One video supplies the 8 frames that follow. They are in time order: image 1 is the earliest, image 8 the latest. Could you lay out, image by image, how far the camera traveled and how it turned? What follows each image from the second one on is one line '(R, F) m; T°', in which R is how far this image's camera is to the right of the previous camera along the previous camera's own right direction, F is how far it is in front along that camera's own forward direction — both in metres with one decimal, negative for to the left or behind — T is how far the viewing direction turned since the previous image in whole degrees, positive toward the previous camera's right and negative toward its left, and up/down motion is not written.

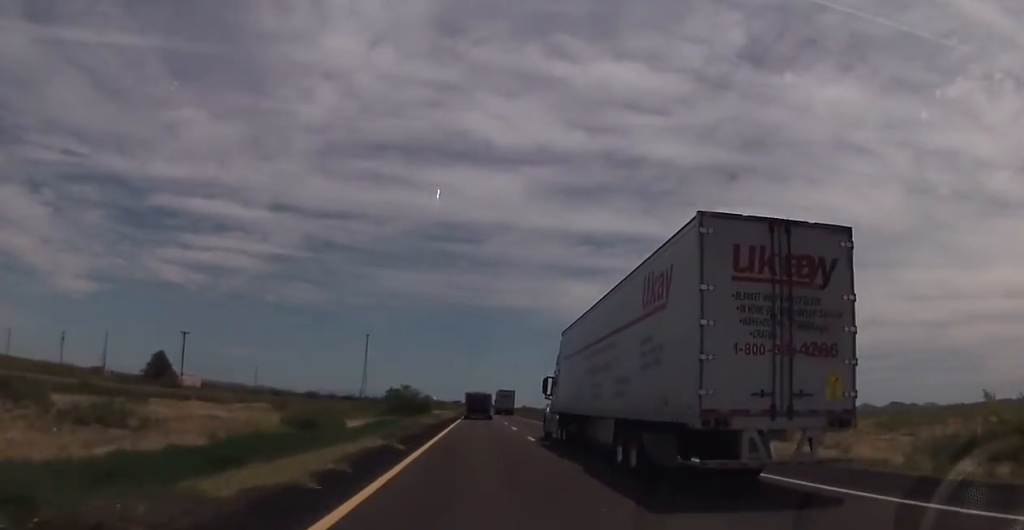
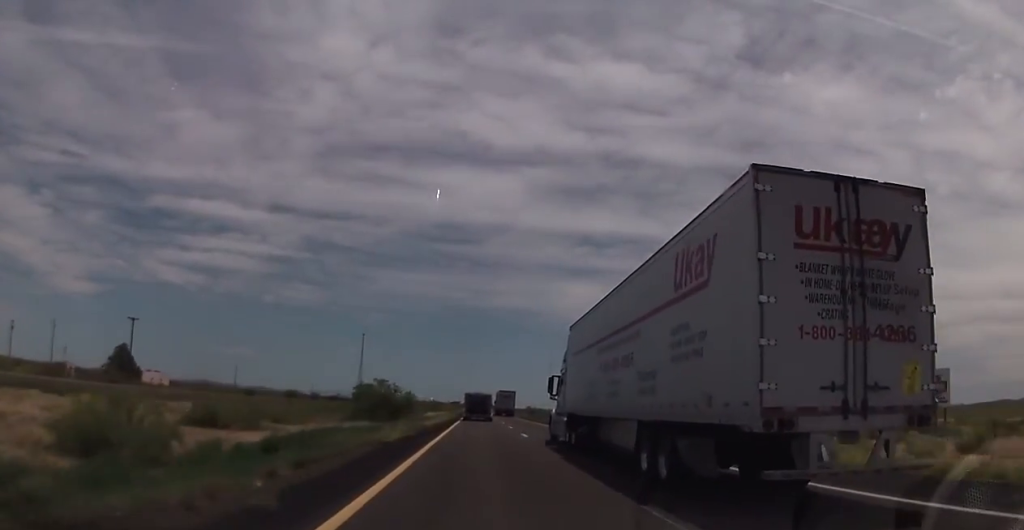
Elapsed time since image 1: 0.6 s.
(+0.1, +21.7) m; 0°
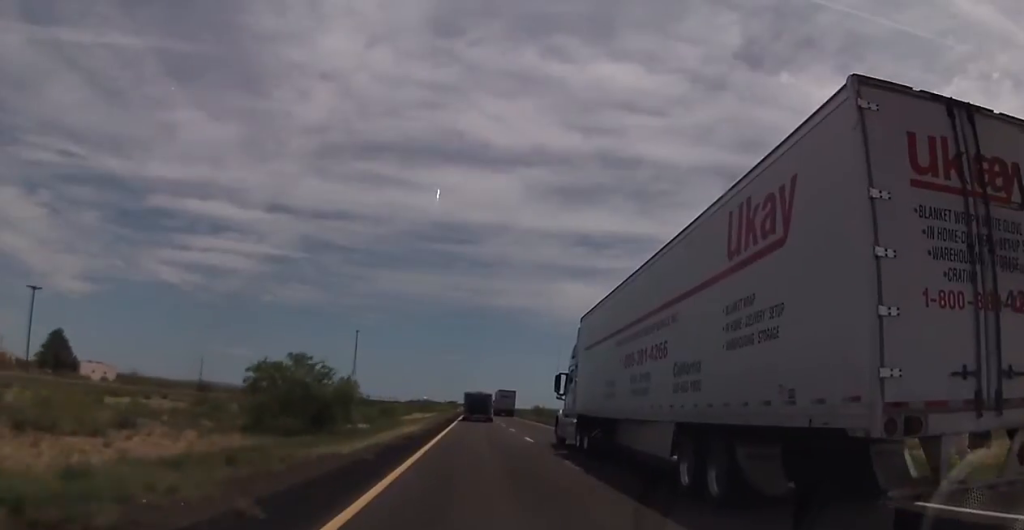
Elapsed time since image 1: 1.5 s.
(0.0, +28.9) m; 0°
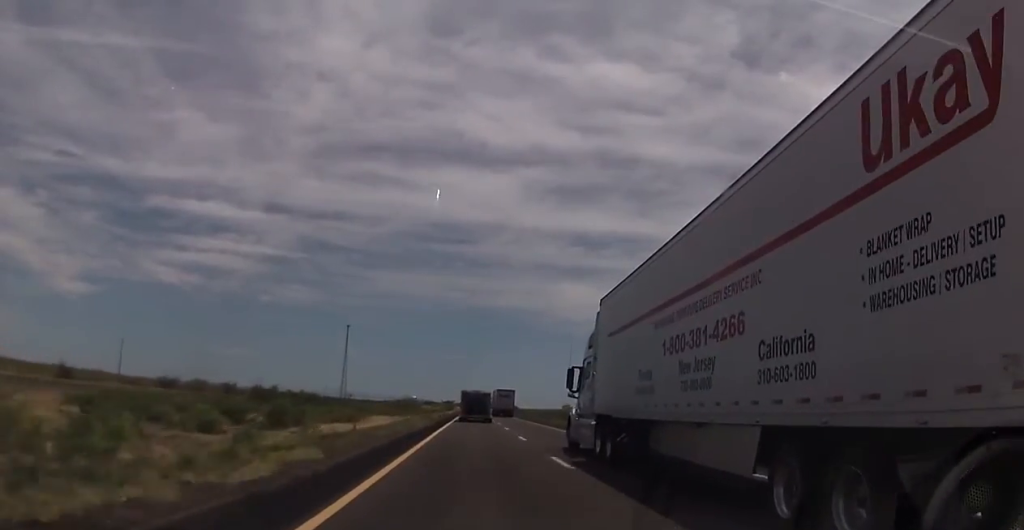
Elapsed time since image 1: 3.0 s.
(-0.3, +49.0) m; -1°
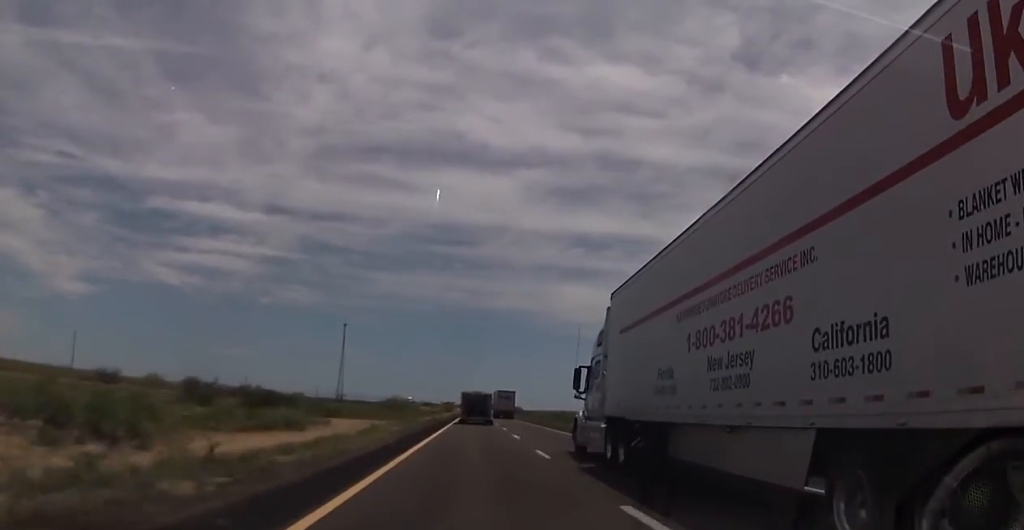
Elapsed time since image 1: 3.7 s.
(-0.1, +20.9) m; 0°
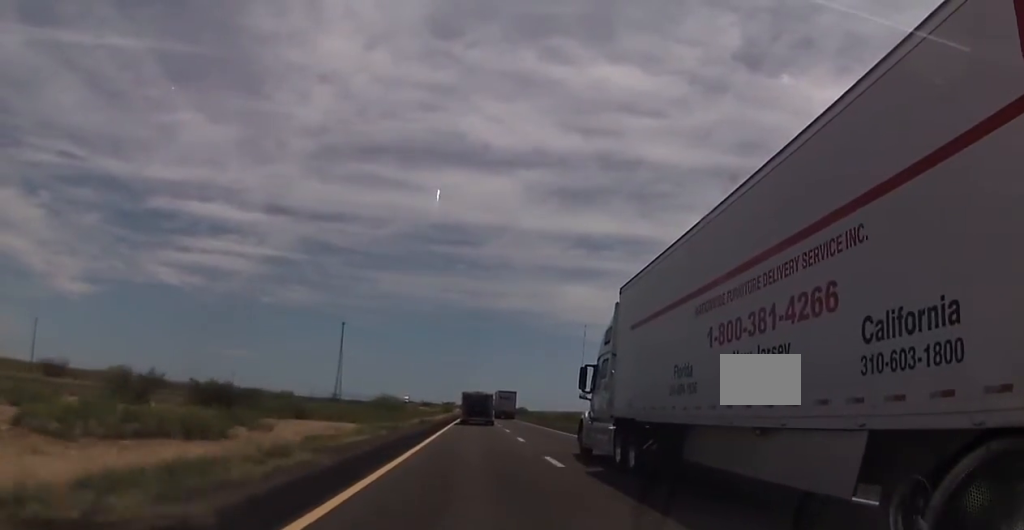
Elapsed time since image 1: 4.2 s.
(-0.1, +14.6) m; 0°
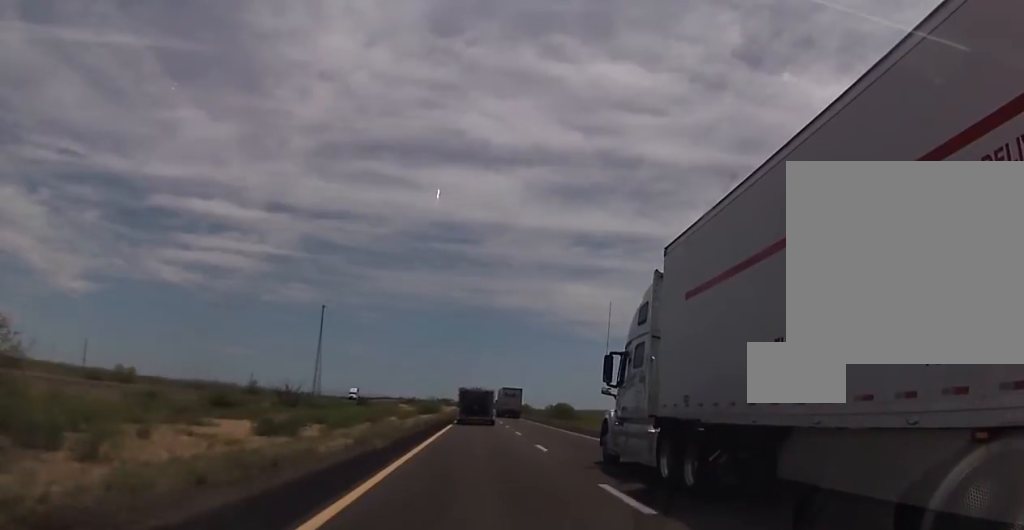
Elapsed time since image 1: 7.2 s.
(-0.3, +87.5) m; 0°
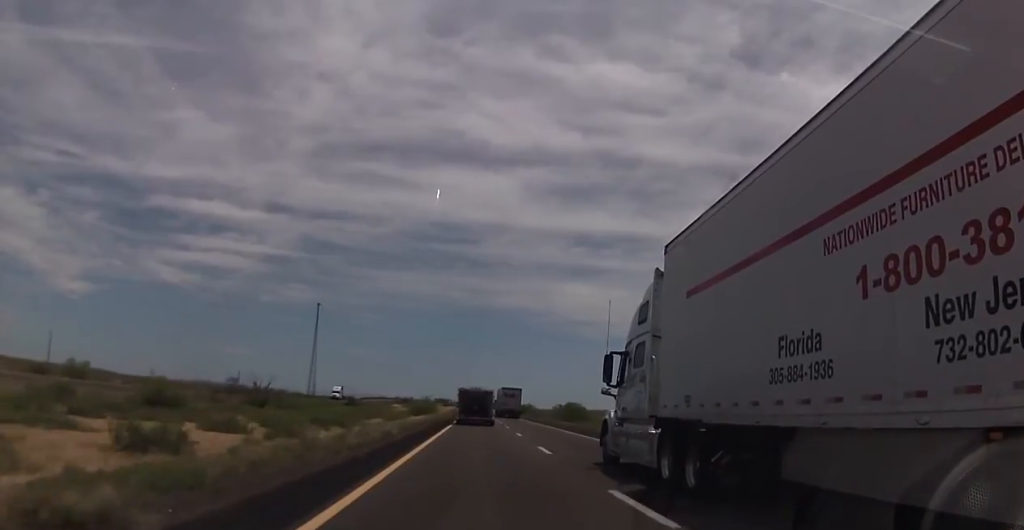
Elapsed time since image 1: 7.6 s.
(0.0, +11.8) m; 0°
